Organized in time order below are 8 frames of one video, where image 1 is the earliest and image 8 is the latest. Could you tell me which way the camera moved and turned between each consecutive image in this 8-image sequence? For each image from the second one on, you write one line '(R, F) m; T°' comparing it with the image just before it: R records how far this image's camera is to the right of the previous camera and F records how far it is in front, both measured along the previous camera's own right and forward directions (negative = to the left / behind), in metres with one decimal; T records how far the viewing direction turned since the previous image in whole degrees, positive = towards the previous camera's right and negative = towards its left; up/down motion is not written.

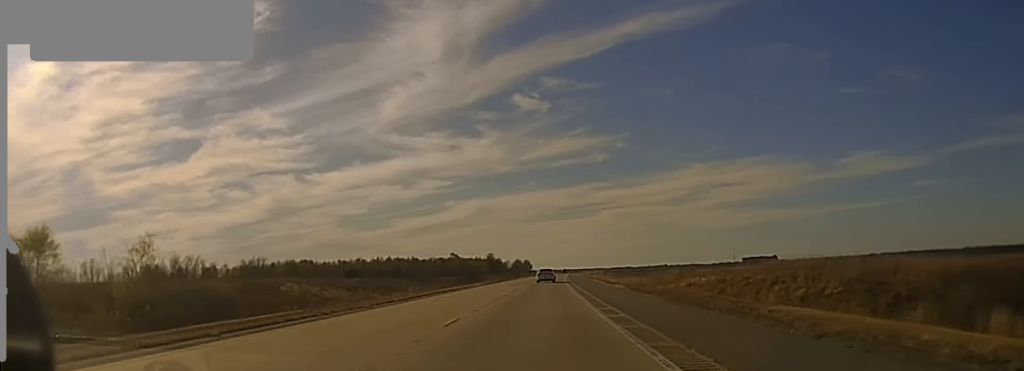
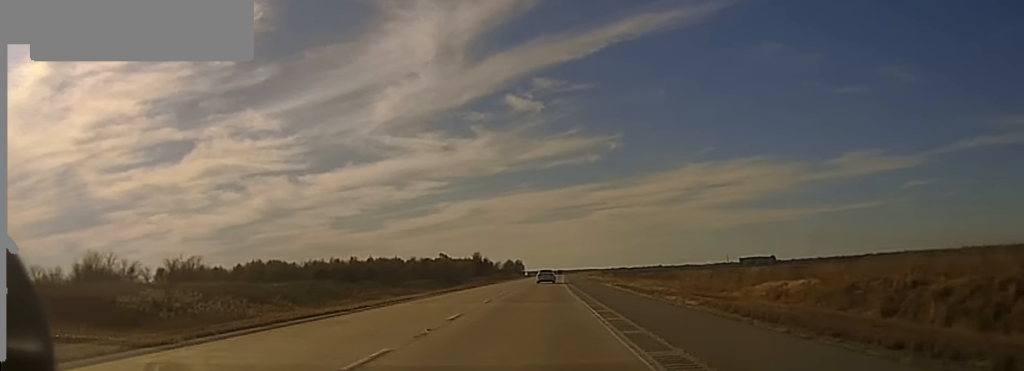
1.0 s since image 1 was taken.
(-0.1, +36.2) m; 0°
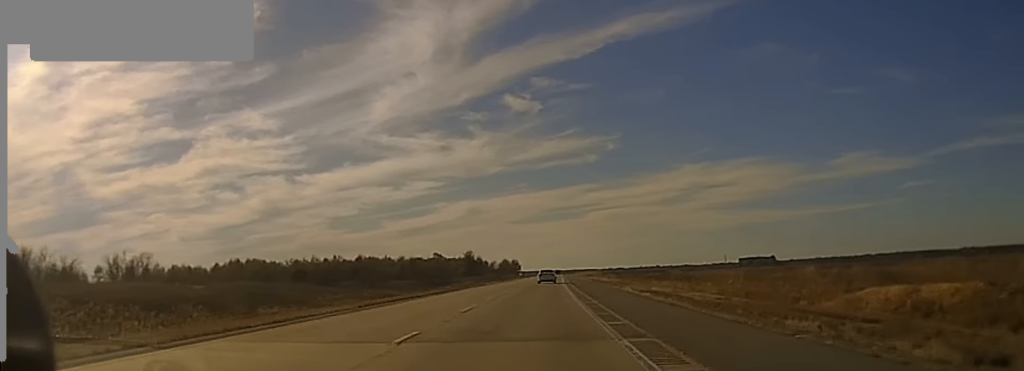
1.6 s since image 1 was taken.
(+0.1, +19.9) m; 0°
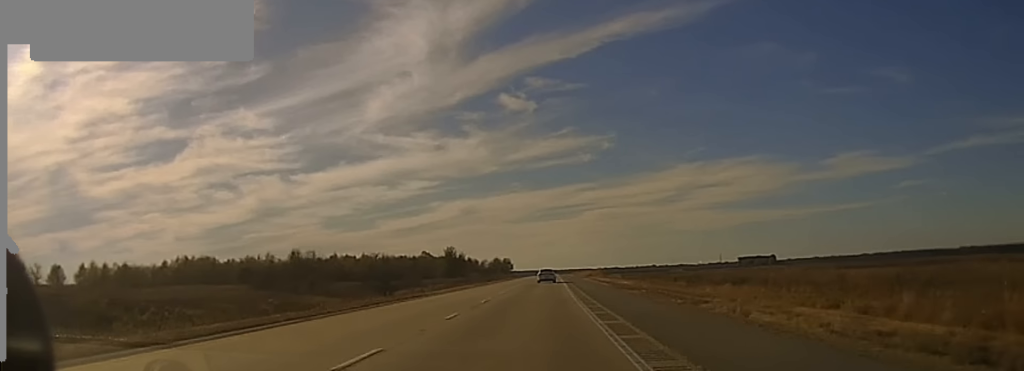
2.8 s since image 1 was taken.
(+0.3, +38.0) m; +1°
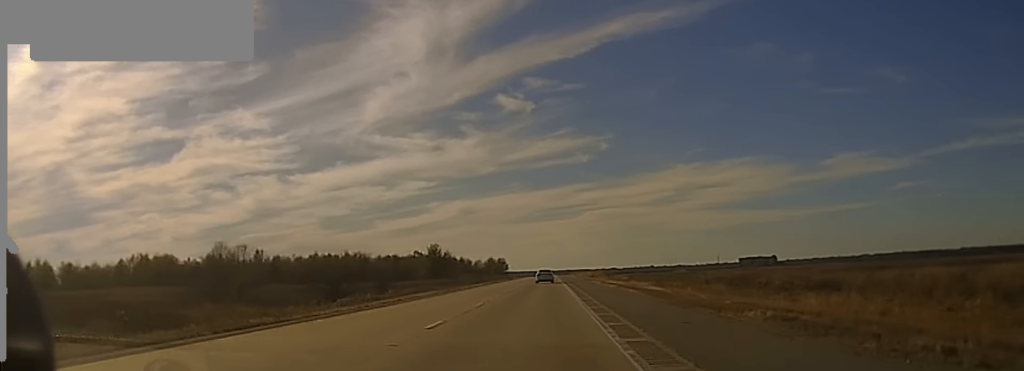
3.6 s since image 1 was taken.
(0.0, +23.7) m; 0°
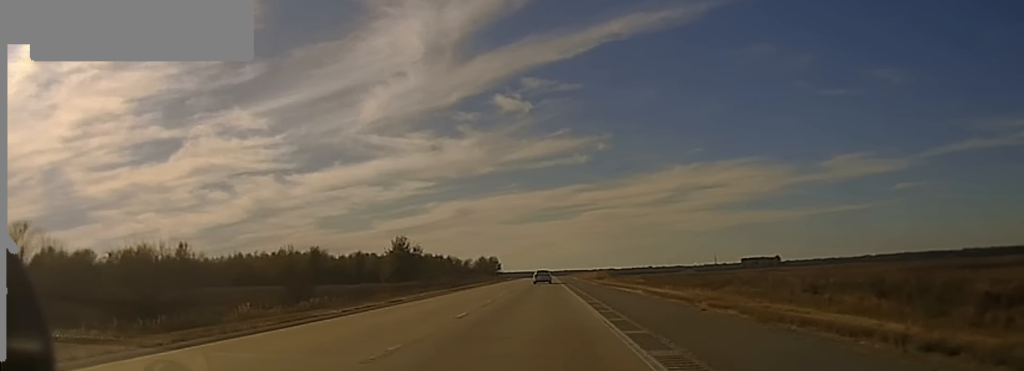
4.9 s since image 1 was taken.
(0.0, +41.3) m; 0°
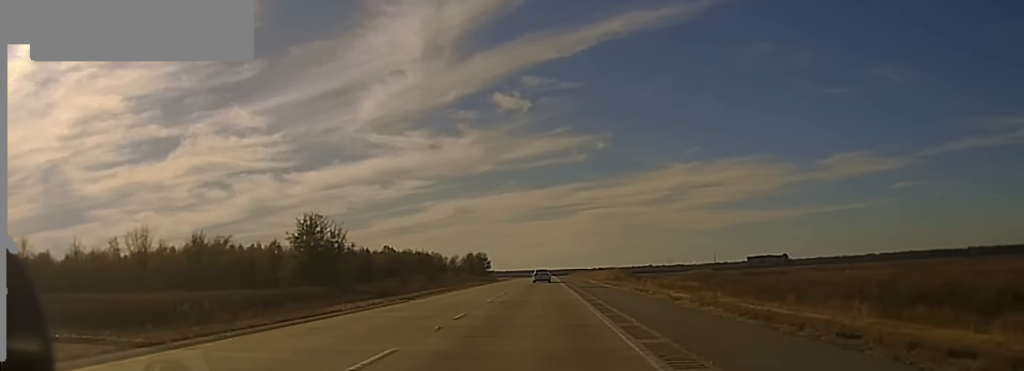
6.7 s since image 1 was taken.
(+0.5, +66.1) m; +1°
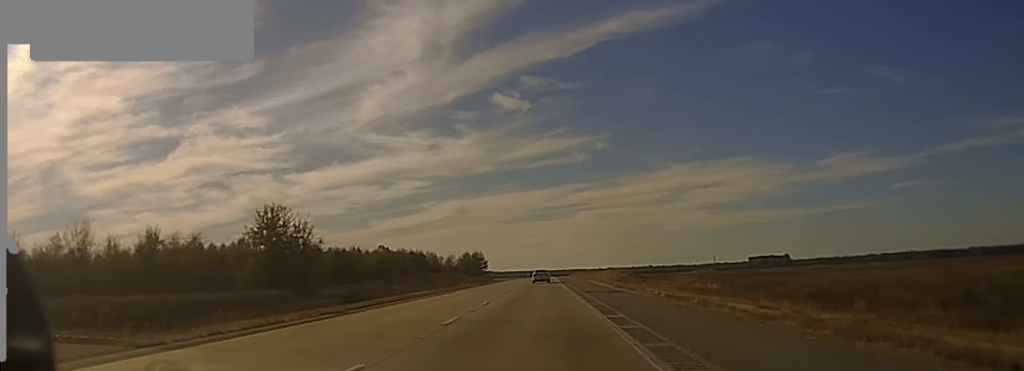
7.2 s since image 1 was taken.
(0.0, +17.7) m; 0°
